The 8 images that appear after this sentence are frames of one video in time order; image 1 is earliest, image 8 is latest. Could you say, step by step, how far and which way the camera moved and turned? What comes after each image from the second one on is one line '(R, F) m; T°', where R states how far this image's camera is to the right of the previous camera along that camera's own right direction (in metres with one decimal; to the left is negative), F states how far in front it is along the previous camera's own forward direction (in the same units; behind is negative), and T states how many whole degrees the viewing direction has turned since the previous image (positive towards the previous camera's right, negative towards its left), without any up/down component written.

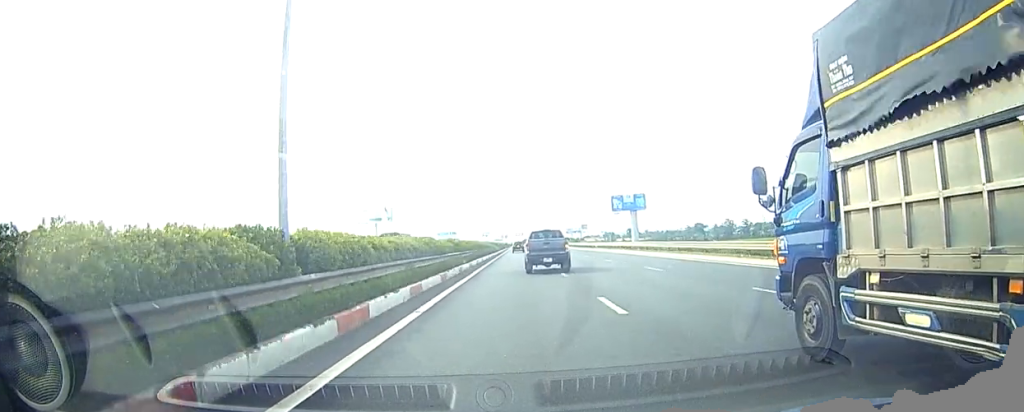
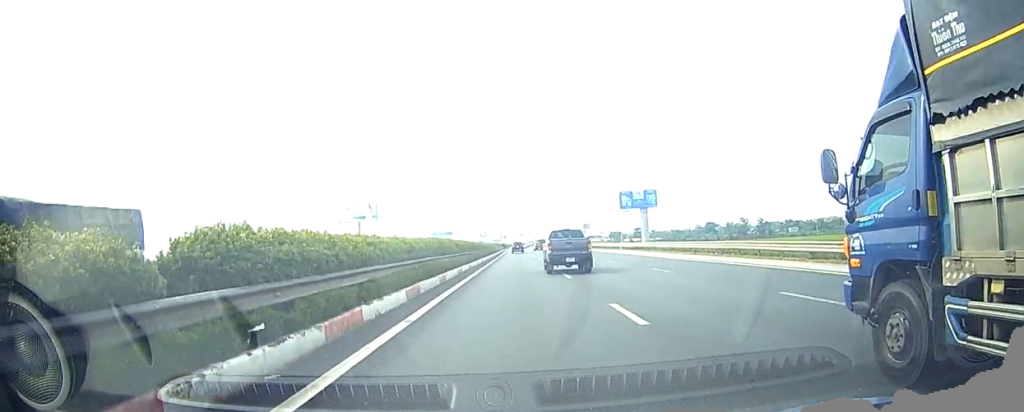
(-0.1, +25.5) m; -1°
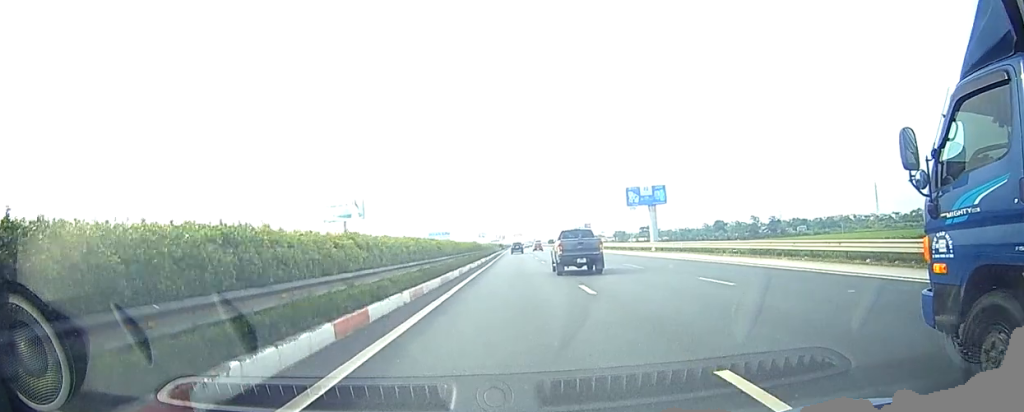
(-0.3, +16.6) m; 0°
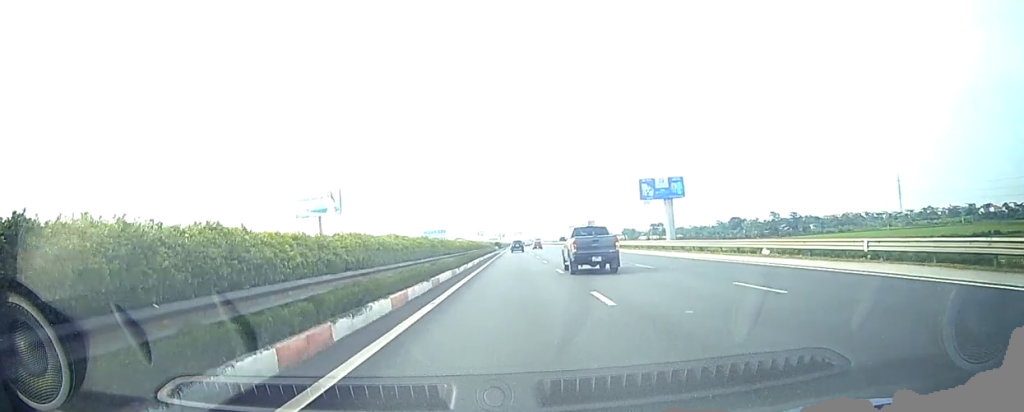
(+0.2, +22.8) m; +2°
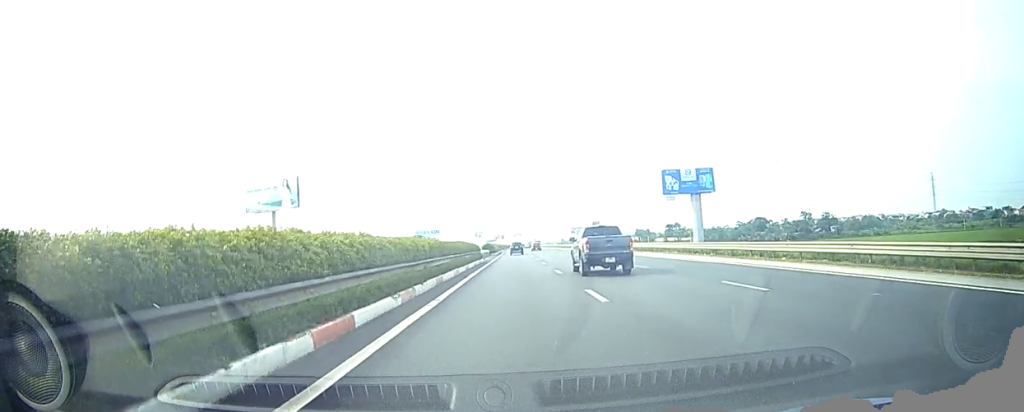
(+0.4, +30.3) m; +1°
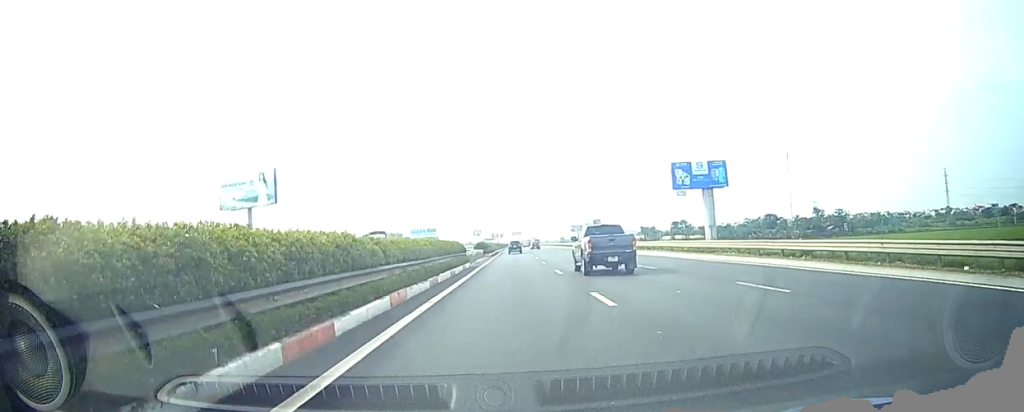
(0.0, +11.3) m; 0°
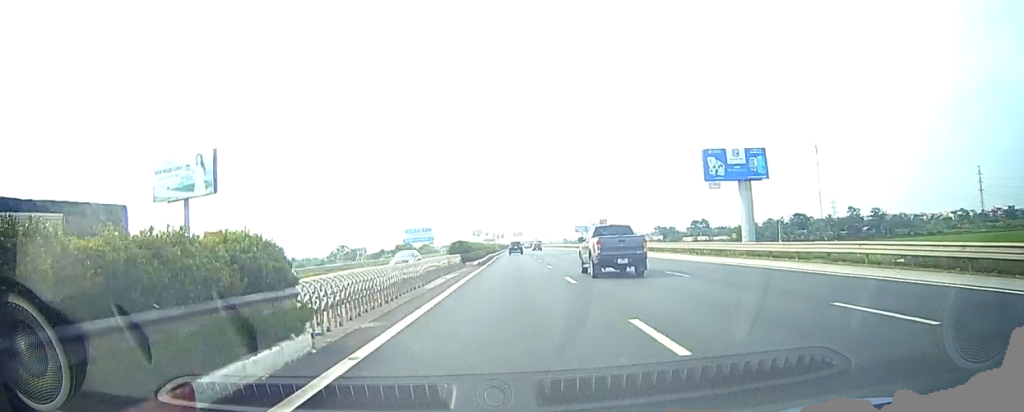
(-0.1, +26.9) m; 0°
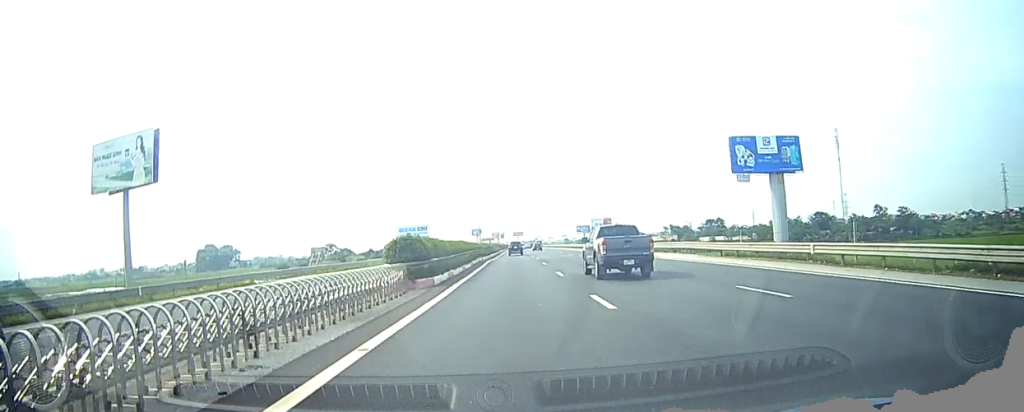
(0.0, +18.2) m; 0°
